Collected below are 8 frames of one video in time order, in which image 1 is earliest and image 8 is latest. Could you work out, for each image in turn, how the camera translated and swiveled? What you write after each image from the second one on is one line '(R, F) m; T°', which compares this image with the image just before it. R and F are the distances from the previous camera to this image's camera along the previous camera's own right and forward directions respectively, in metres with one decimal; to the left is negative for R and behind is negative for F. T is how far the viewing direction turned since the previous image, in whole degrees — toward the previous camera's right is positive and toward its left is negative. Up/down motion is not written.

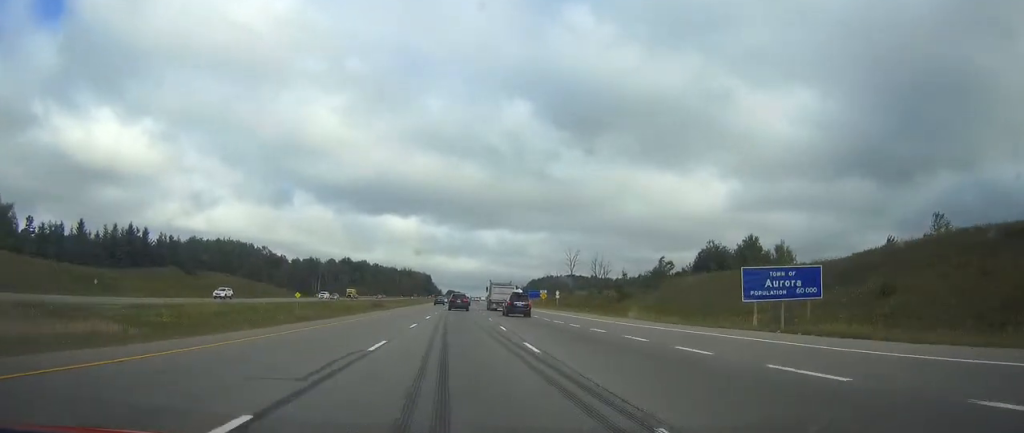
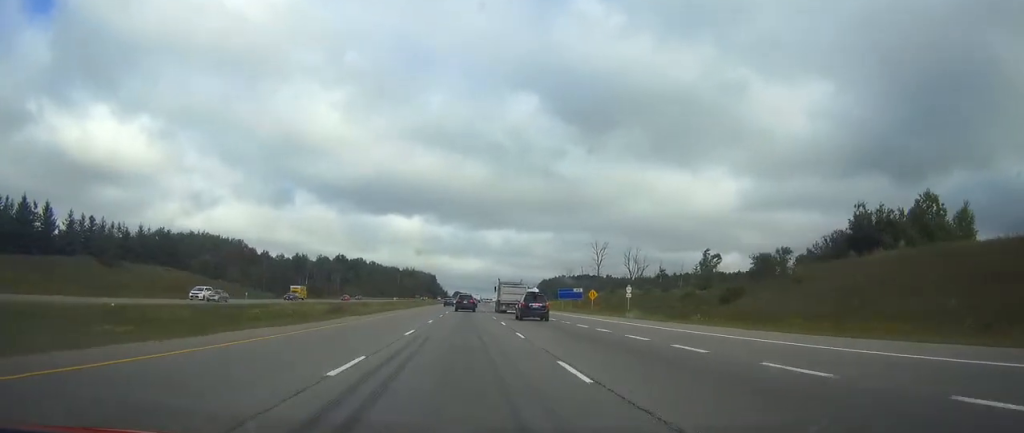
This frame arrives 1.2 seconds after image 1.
(-0.2, +41.6) m; 0°
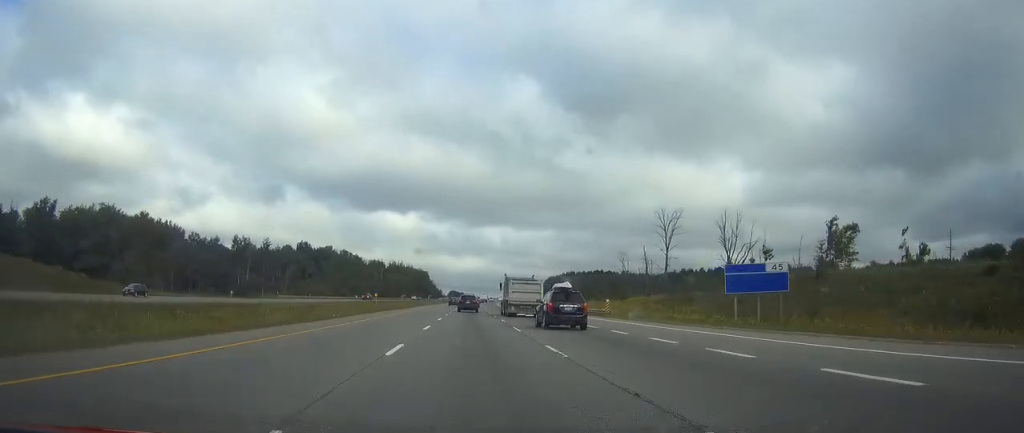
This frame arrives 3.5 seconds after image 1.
(0.0, +80.2) m; 0°
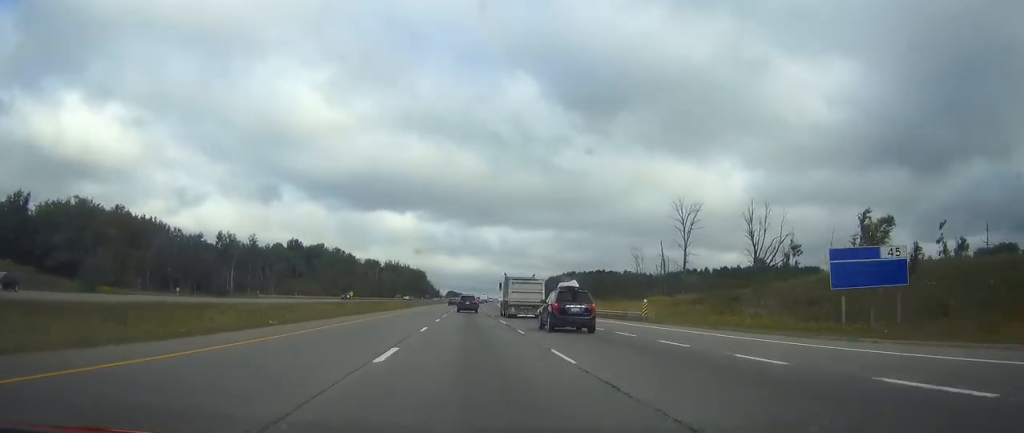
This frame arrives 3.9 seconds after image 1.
(0.0, +13.7) m; 0°
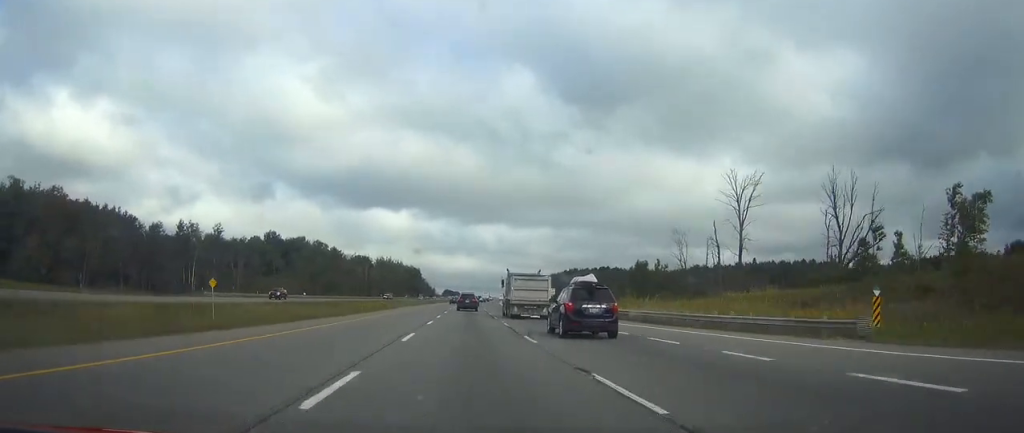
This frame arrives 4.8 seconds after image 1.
(0.0, +29.5) m; 0°
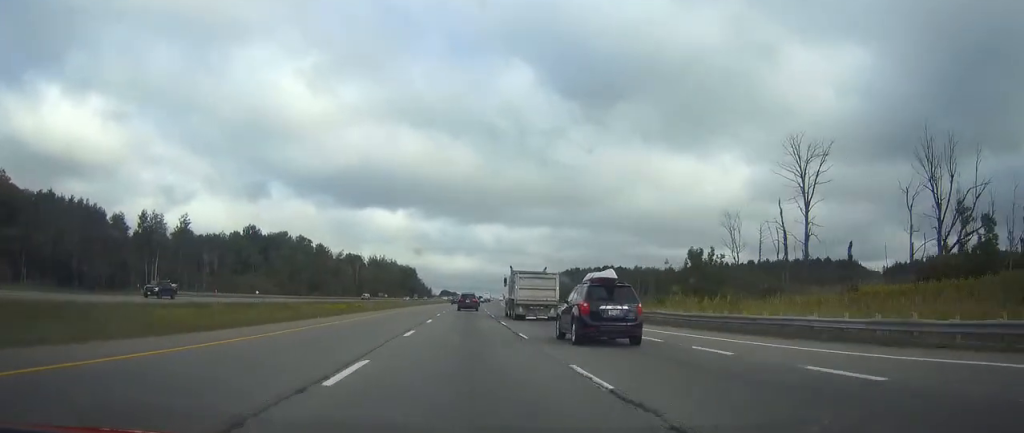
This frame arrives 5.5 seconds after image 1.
(+0.2, +22.6) m; 0°
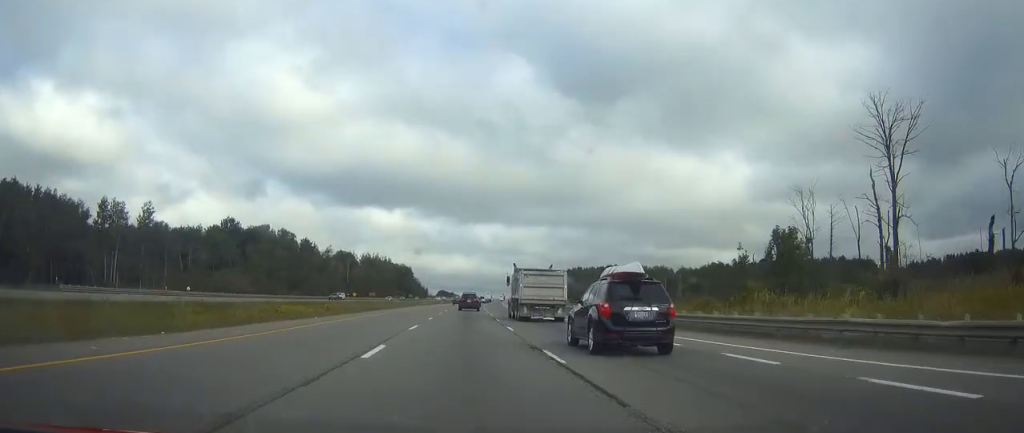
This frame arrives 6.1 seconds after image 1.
(0.0, +20.3) m; 0°
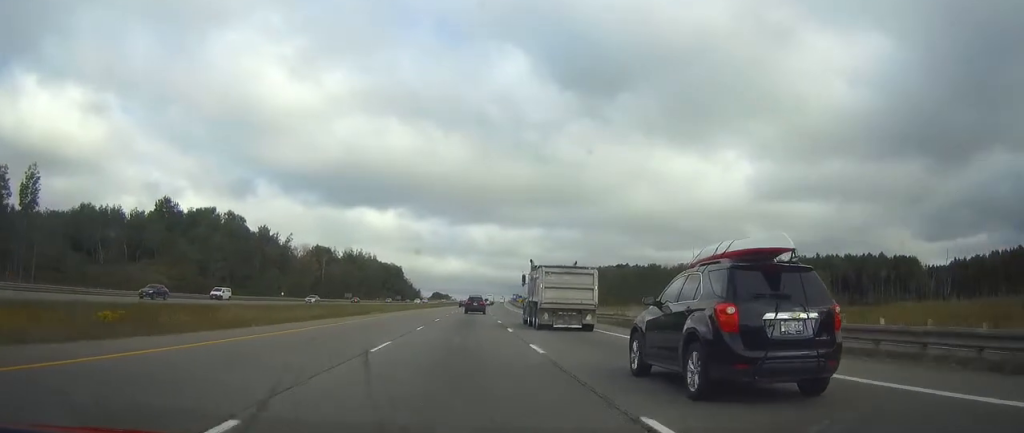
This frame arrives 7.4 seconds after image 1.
(0.0, +46.1) m; 0°
